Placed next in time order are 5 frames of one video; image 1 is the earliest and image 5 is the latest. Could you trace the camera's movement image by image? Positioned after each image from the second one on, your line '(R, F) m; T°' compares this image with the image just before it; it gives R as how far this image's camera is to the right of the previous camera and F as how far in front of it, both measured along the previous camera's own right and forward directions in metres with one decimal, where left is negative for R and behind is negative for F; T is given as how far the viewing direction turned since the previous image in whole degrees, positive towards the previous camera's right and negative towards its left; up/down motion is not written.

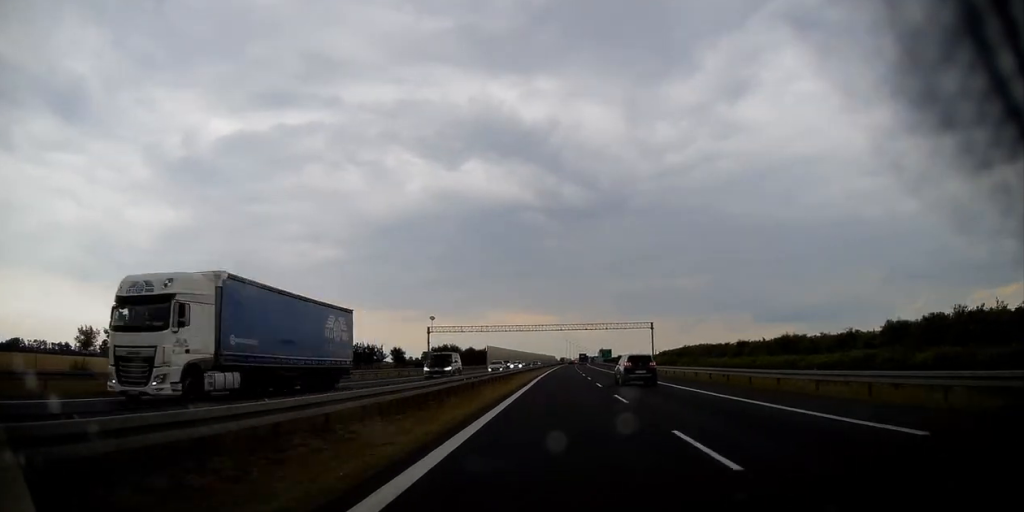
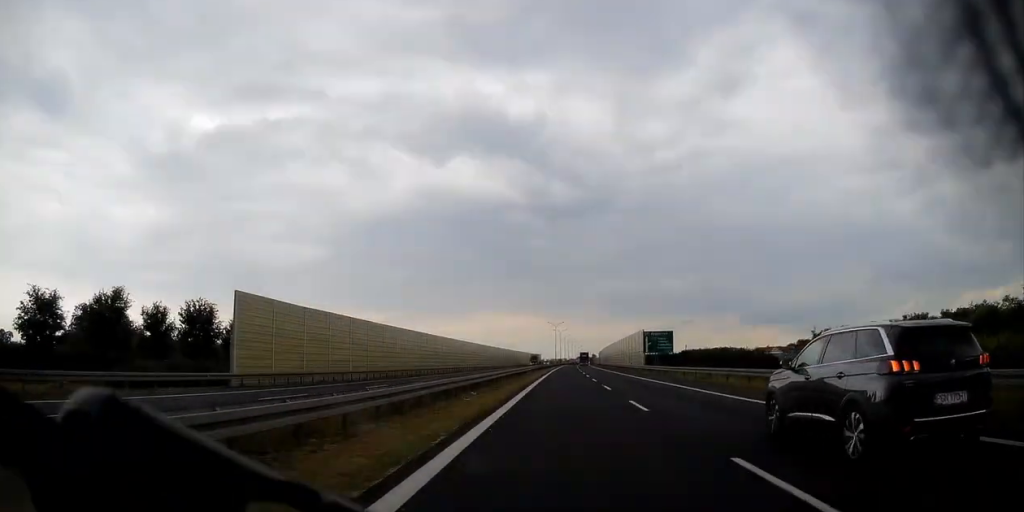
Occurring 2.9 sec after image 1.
(+1.2, +110.7) m; +1°
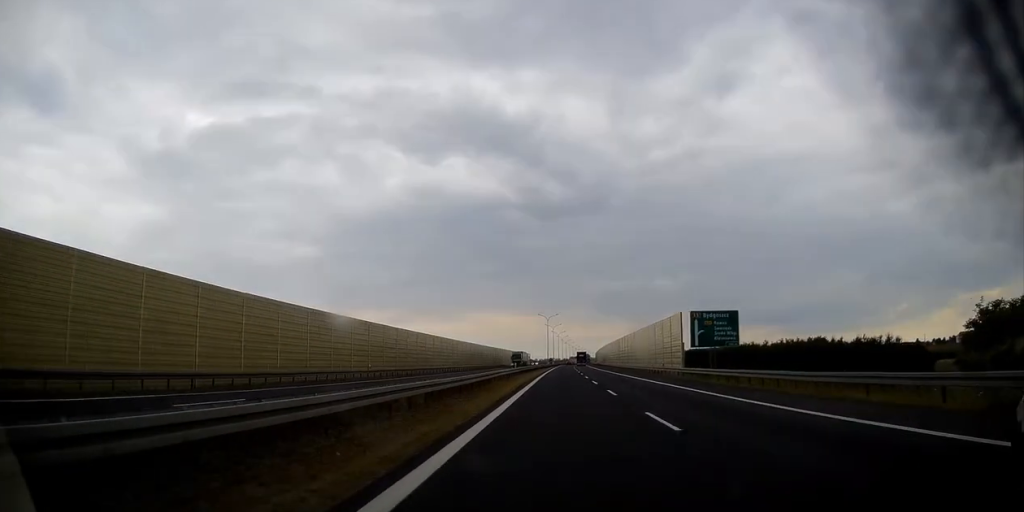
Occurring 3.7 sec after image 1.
(-0.2, +28.7) m; 0°
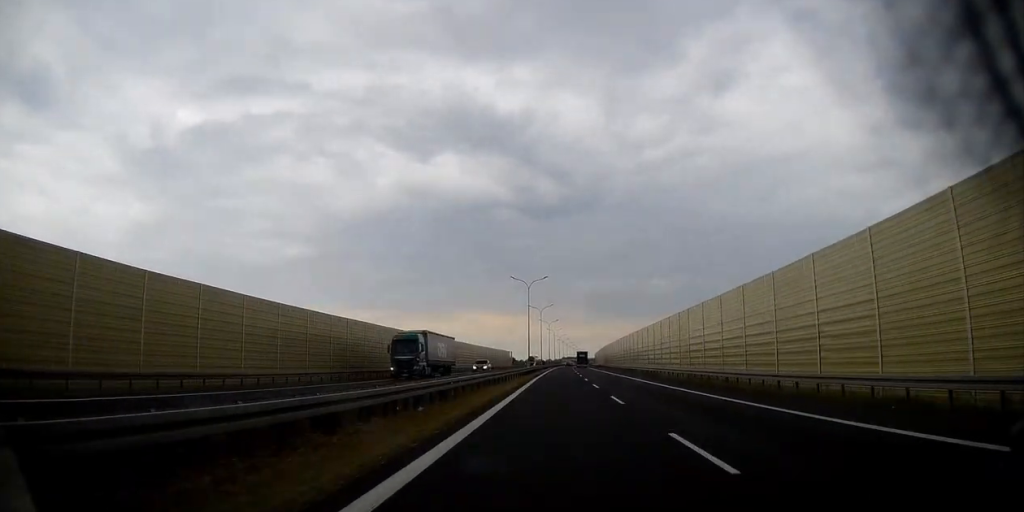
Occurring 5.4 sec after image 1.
(+0.7, +64.6) m; +1°
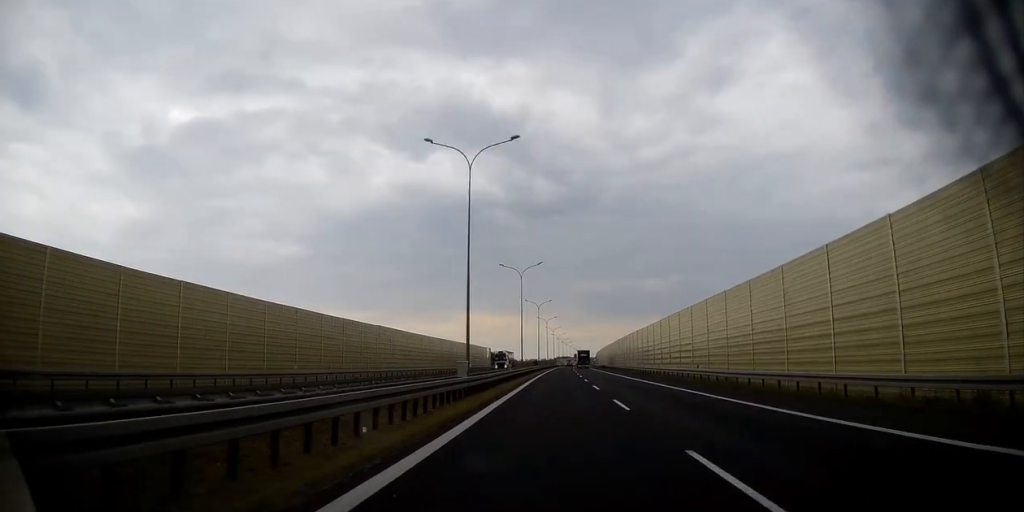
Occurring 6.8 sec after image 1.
(+0.5, +50.6) m; +1°
